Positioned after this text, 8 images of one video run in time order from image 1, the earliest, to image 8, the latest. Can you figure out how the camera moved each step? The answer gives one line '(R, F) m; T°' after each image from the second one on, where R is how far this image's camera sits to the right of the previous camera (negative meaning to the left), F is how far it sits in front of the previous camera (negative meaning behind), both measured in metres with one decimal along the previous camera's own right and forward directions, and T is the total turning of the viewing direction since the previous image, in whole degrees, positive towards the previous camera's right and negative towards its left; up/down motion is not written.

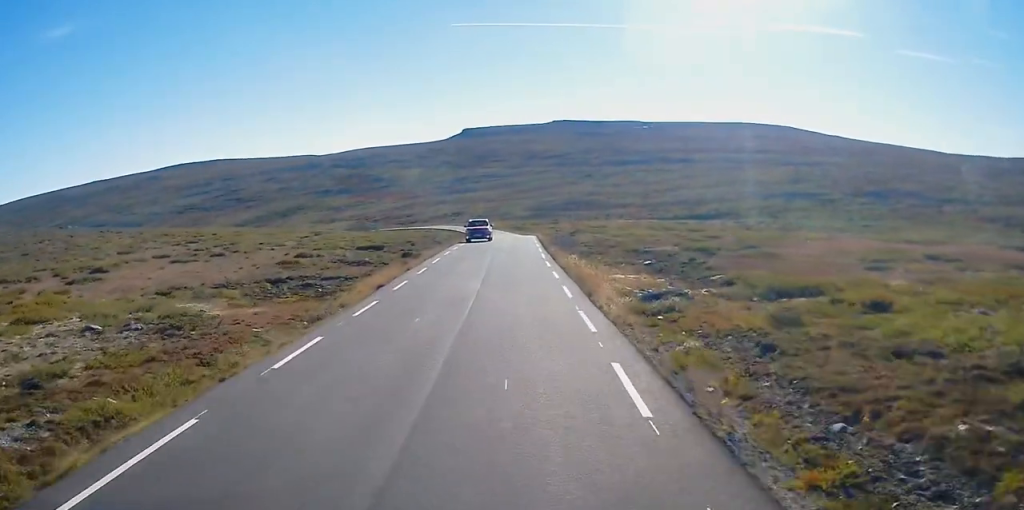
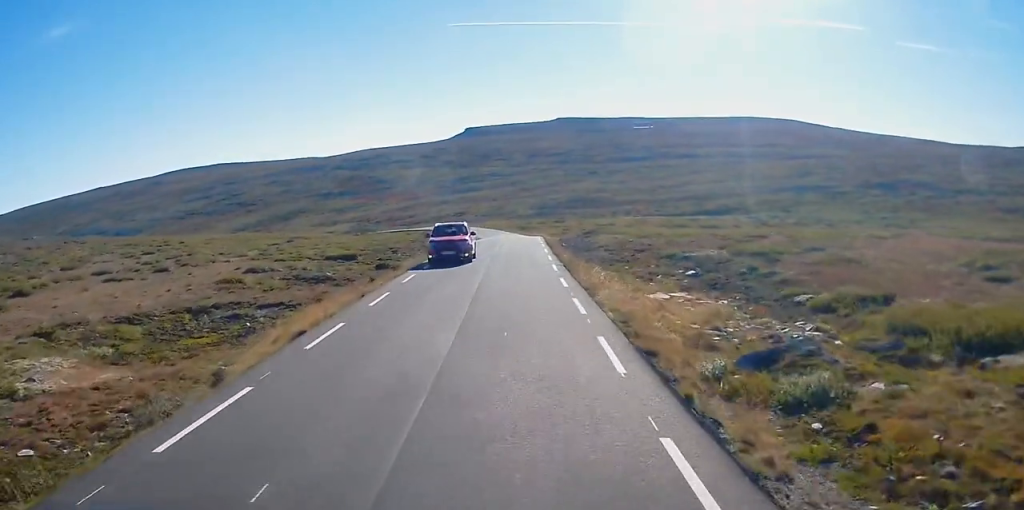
(-0.1, +10.0) m; -1°
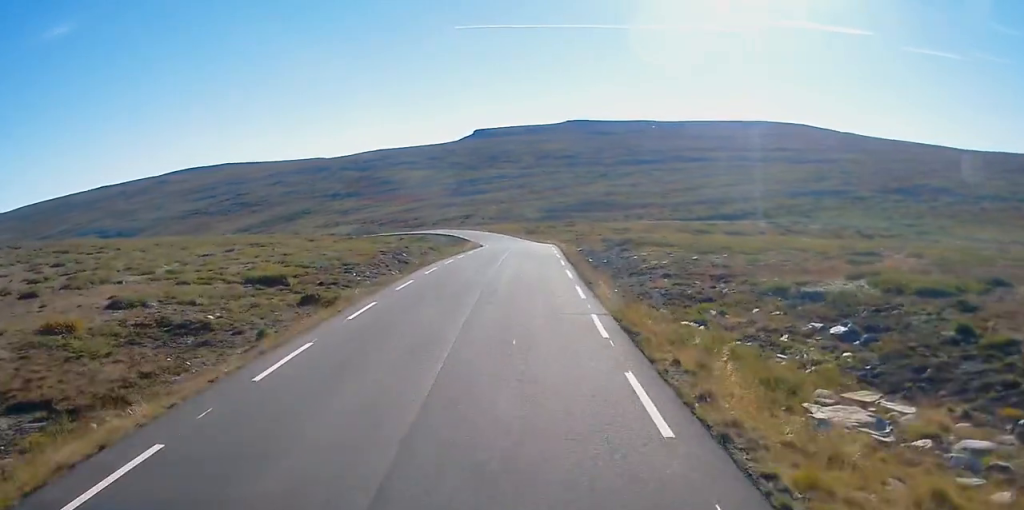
(-0.3, +15.0) m; +1°
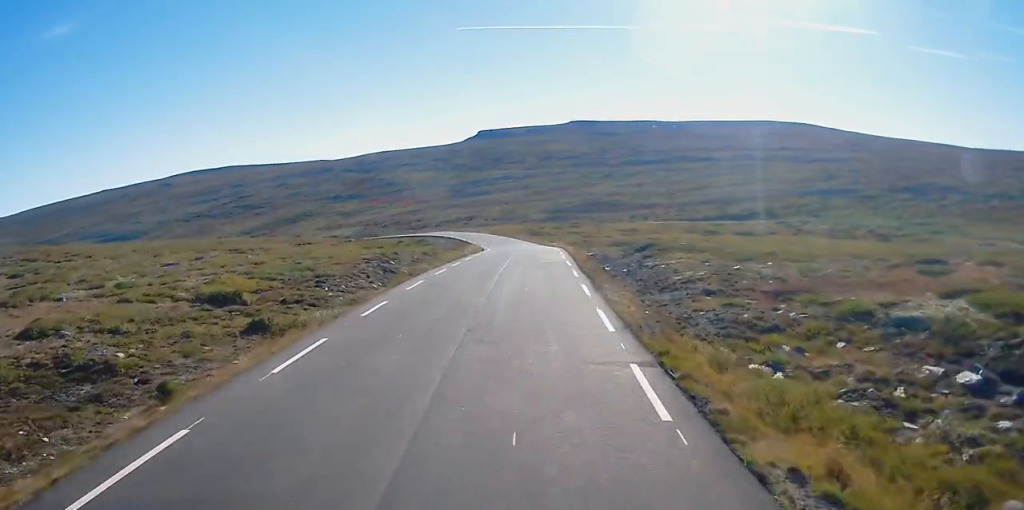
(+0.1, +5.5) m; +1°
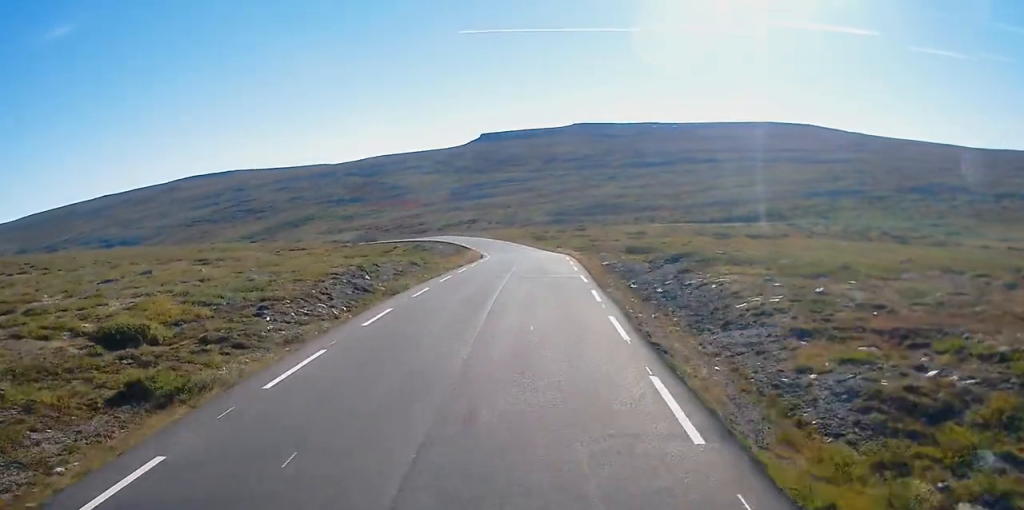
(+0.3, +6.9) m; 0°
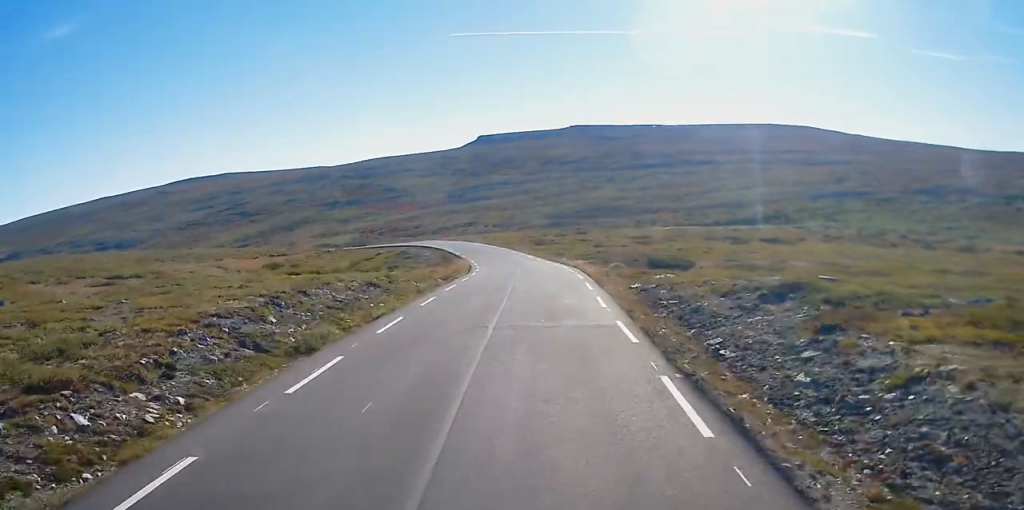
(-0.4, +11.8) m; -2°
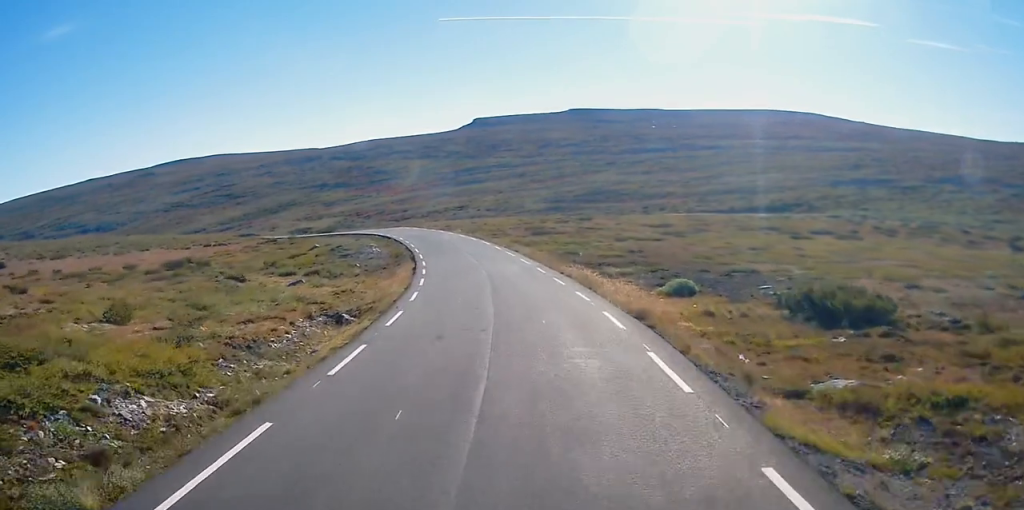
(+0.8, +28.4) m; +1°
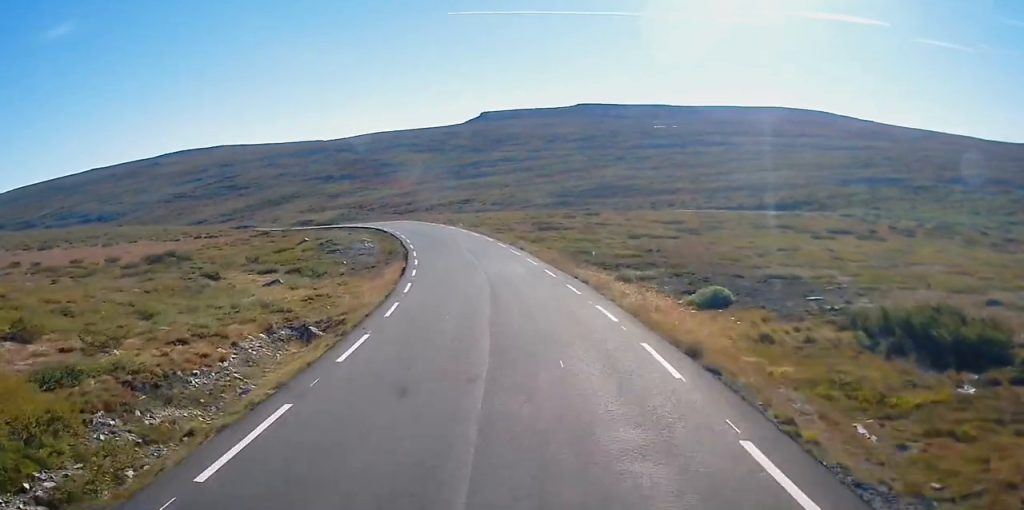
(-0.2, +5.2) m; -1°
